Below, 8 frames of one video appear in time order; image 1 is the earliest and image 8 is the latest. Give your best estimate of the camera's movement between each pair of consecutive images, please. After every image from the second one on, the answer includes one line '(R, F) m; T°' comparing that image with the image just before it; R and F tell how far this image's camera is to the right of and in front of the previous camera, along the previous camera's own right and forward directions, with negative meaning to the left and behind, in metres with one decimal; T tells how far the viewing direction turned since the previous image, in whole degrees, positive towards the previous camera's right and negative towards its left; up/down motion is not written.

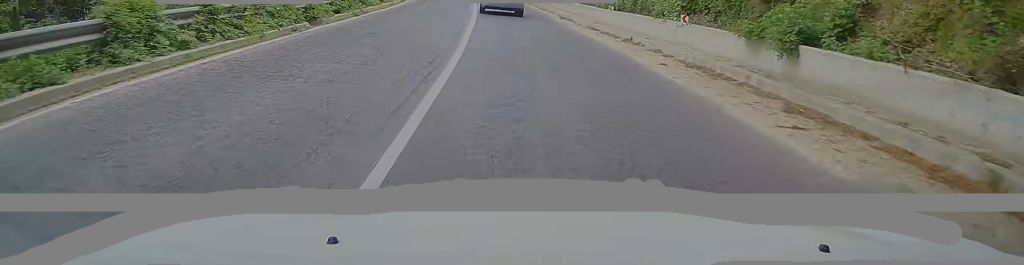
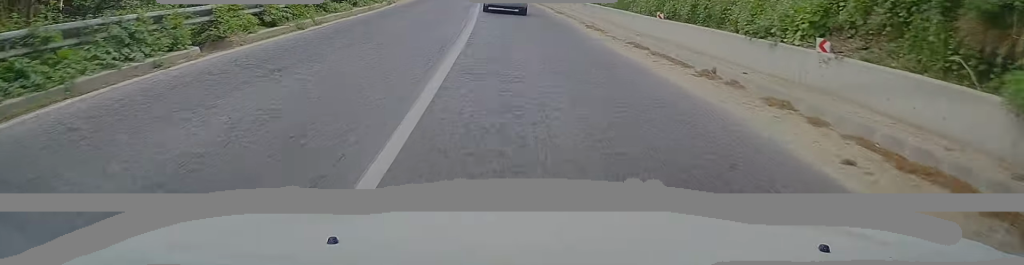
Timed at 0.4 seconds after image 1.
(0.0, +6.6) m; -1°
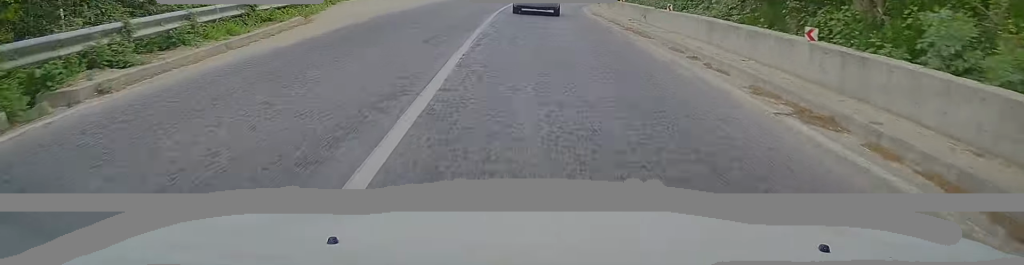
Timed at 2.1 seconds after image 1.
(-0.4, +25.0) m; -2°
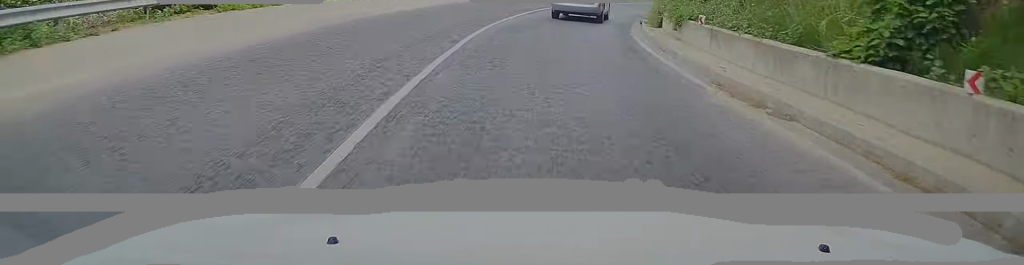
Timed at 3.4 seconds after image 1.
(-0.1, +20.6) m; +2°
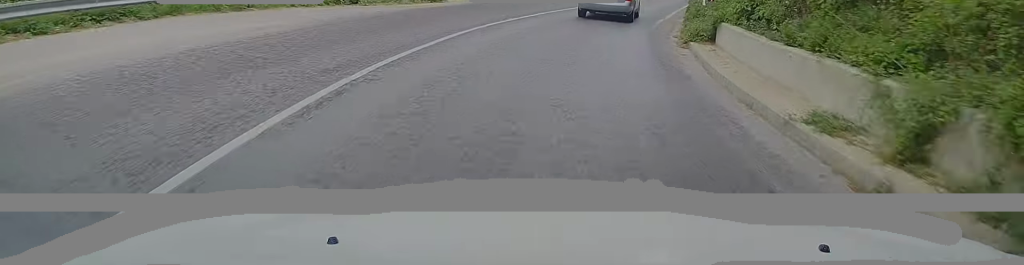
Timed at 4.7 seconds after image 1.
(+1.0, +20.3) m; +5°
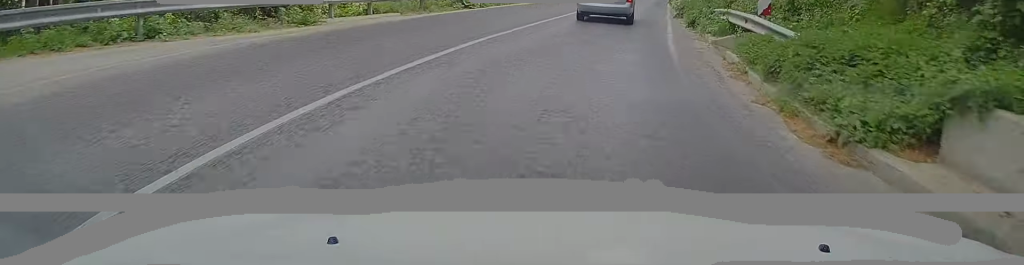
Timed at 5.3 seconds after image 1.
(-0.1, +9.1) m; +3°
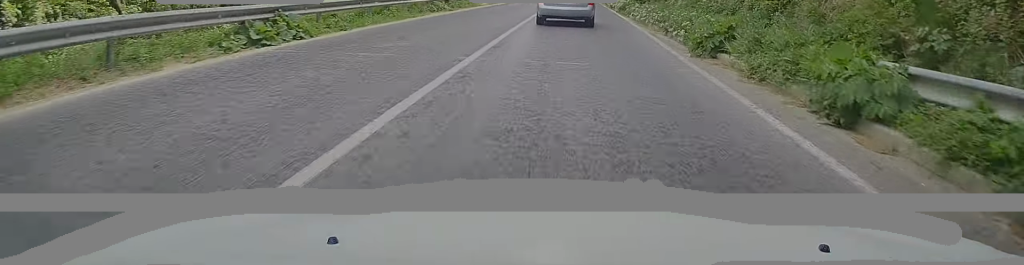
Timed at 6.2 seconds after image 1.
(+0.9, +13.7) m; +5°
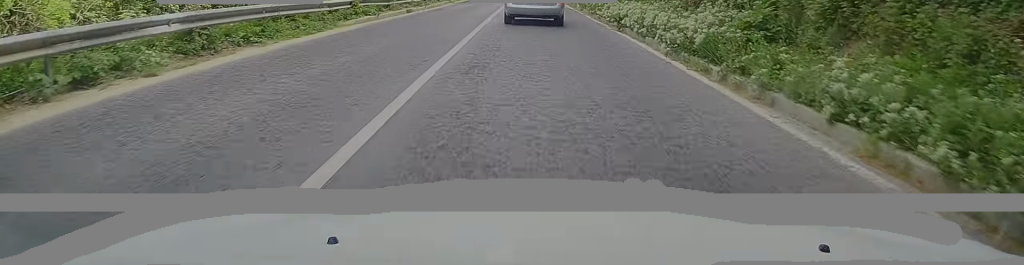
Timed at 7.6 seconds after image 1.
(+1.5, +20.7) m; +7°
